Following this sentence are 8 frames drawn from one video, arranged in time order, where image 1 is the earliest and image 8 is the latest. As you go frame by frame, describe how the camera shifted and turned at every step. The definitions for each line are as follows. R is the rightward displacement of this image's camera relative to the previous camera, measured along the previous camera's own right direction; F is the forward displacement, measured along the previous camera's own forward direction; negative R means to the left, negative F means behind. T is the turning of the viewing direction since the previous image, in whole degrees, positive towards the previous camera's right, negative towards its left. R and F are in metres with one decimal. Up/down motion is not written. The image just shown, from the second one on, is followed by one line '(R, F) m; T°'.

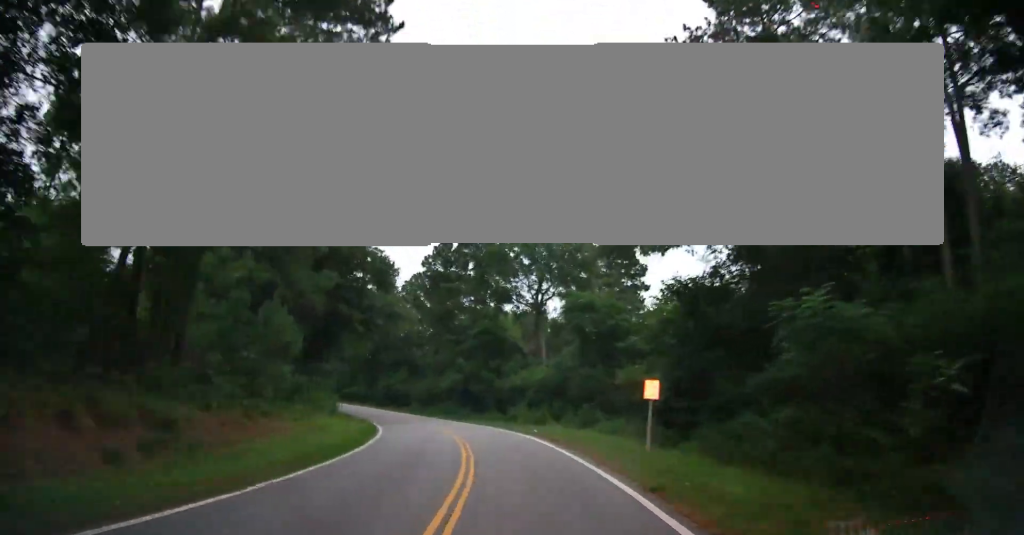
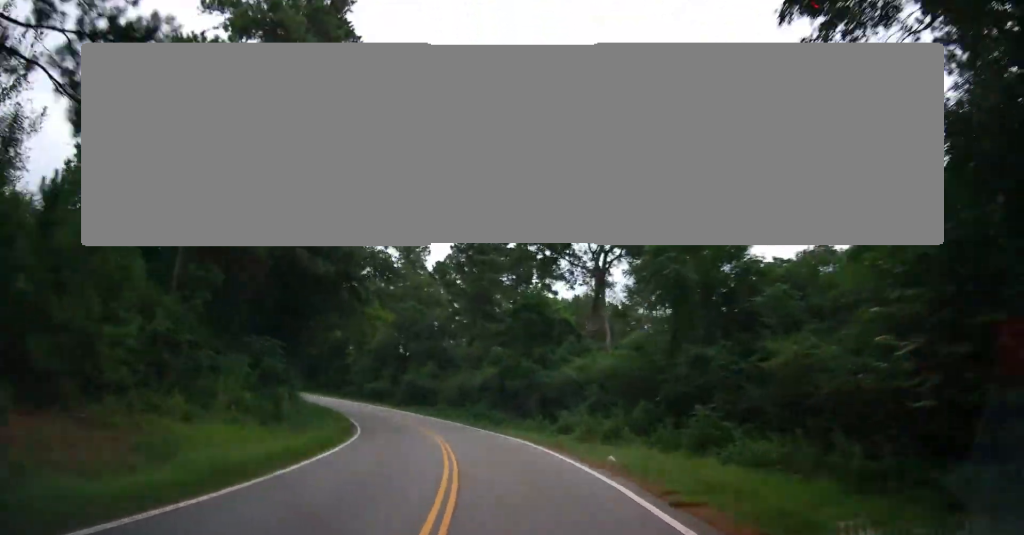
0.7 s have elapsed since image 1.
(+0.1, +15.2) m; -3°
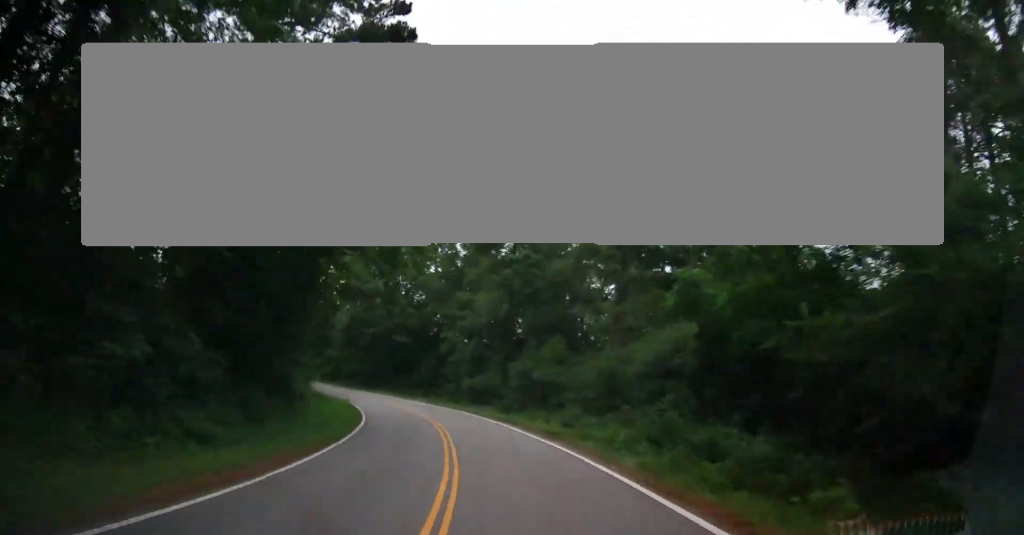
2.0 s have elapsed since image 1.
(-3.5, +27.7) m; -13°
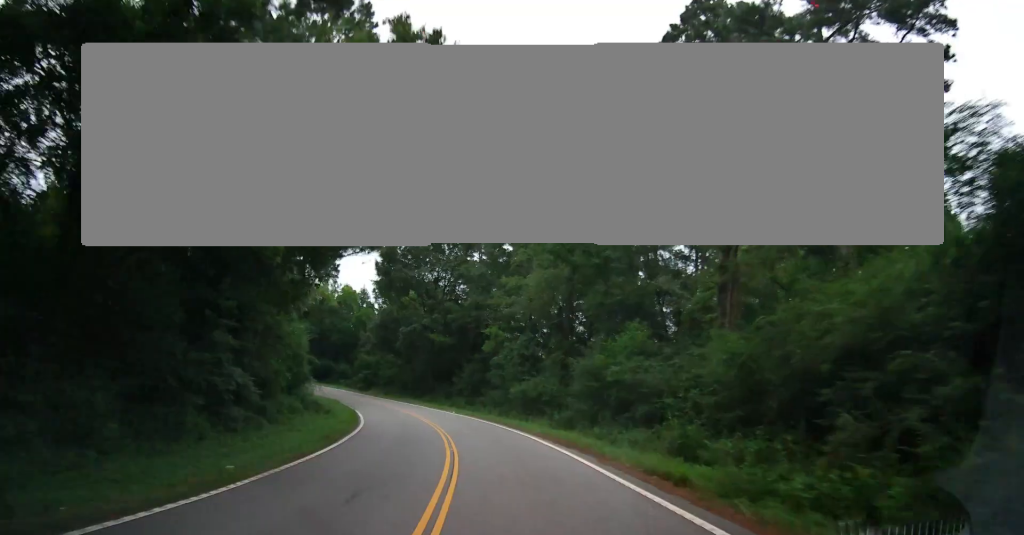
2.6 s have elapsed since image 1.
(-0.8, +12.2) m; -4°
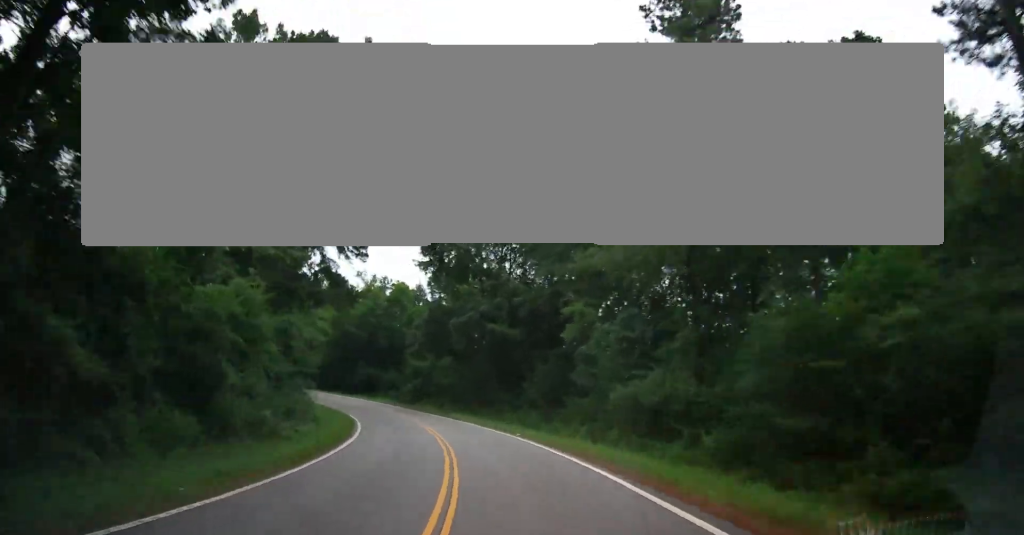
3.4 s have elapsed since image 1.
(-0.2, +16.5) m; -7°
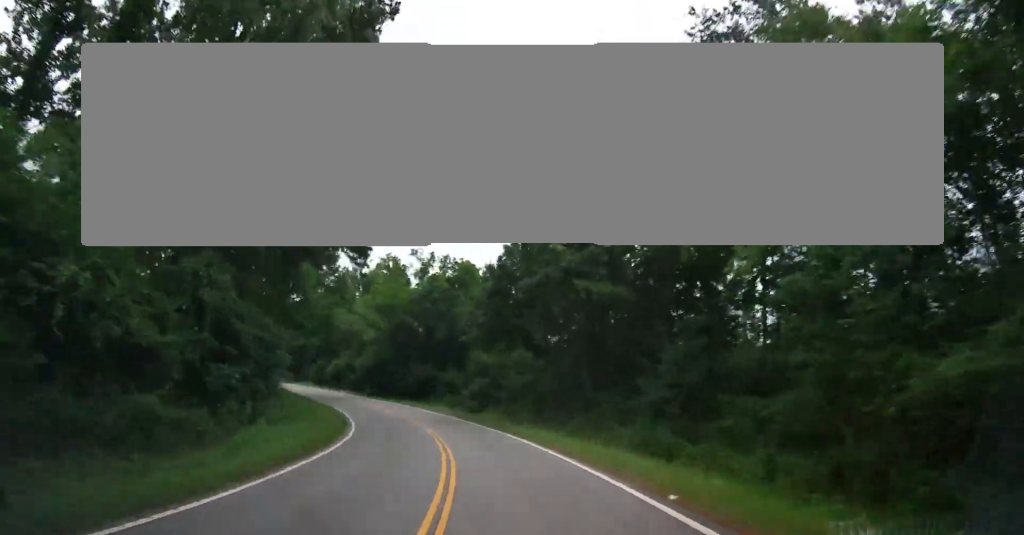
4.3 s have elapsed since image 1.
(-1.8, +16.5) m; -10°
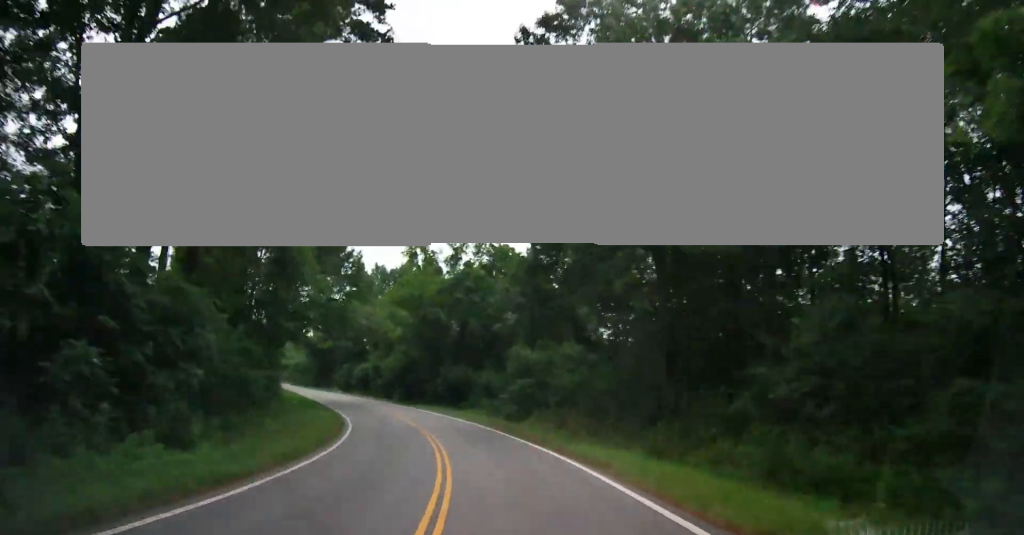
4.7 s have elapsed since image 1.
(-0.2, +8.7) m; -6°
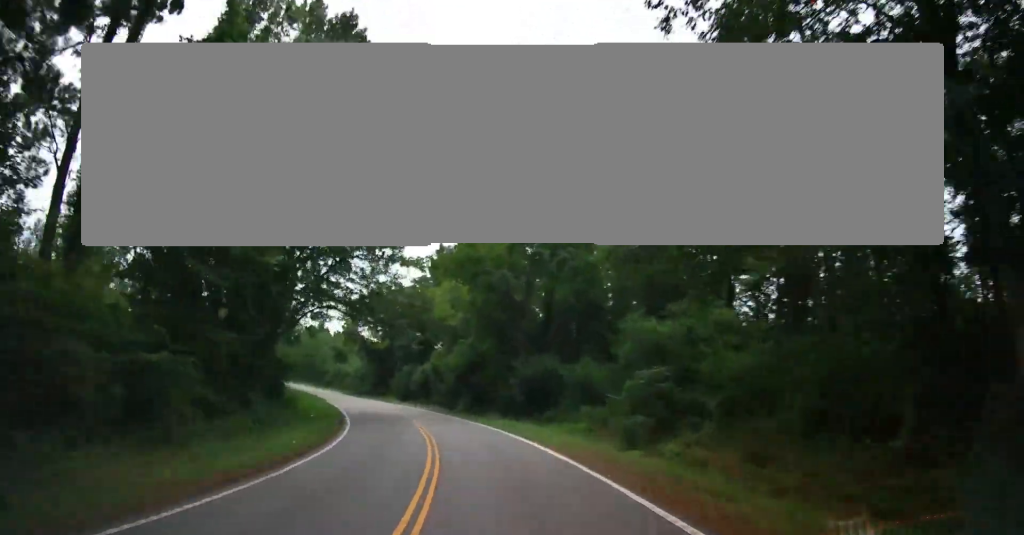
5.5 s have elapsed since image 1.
(-1.1, +17.0) m; -15°
